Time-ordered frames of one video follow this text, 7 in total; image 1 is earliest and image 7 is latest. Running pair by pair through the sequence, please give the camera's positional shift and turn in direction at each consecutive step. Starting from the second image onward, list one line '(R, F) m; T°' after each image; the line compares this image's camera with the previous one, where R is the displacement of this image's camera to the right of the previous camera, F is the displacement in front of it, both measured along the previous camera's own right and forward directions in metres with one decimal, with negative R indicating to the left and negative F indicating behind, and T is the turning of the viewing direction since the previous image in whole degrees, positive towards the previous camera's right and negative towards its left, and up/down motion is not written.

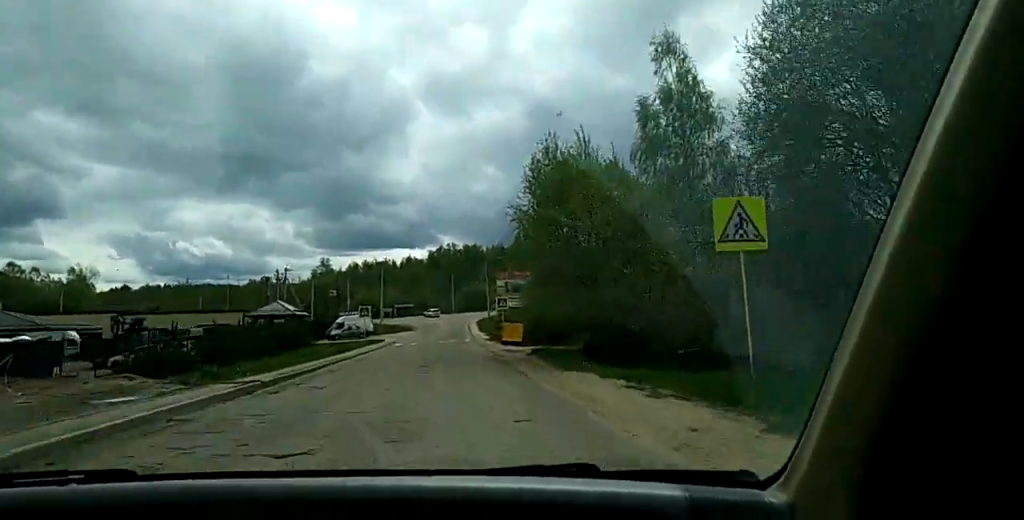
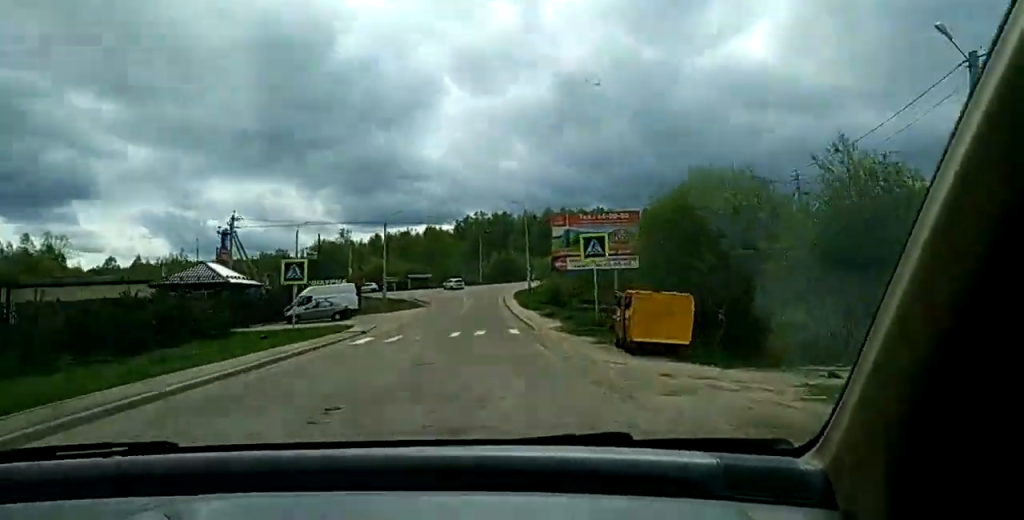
(0.0, +32.9) m; +1°
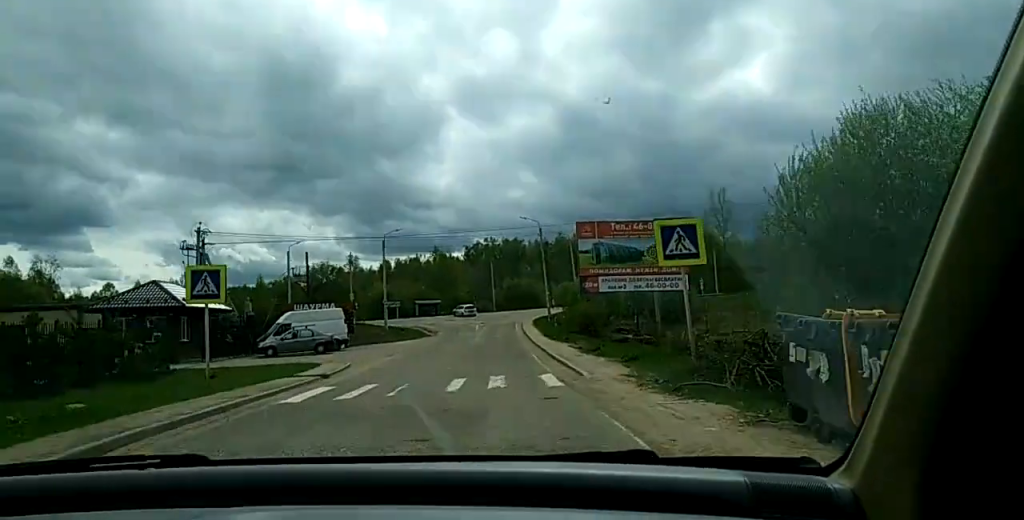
(+0.1, +10.6) m; +1°
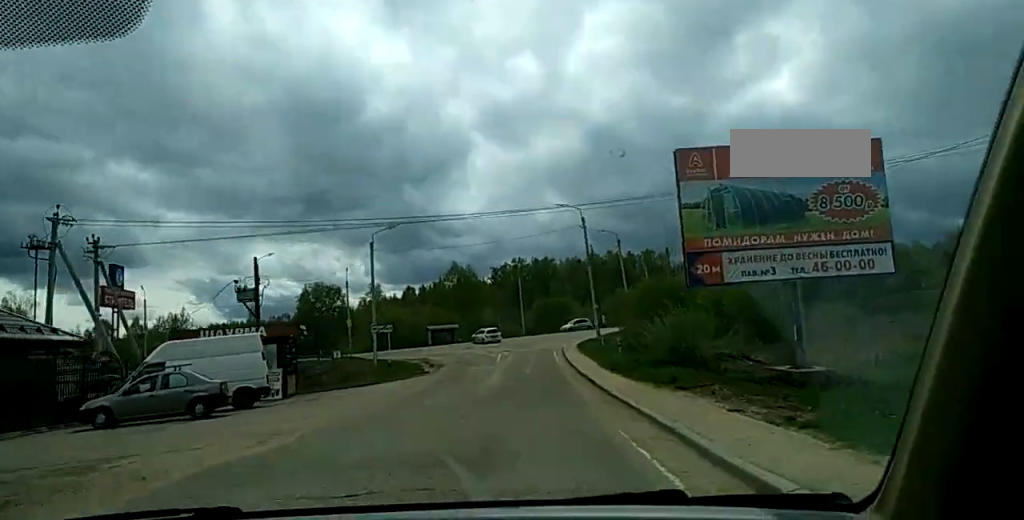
(+0.2, +20.5) m; +1°
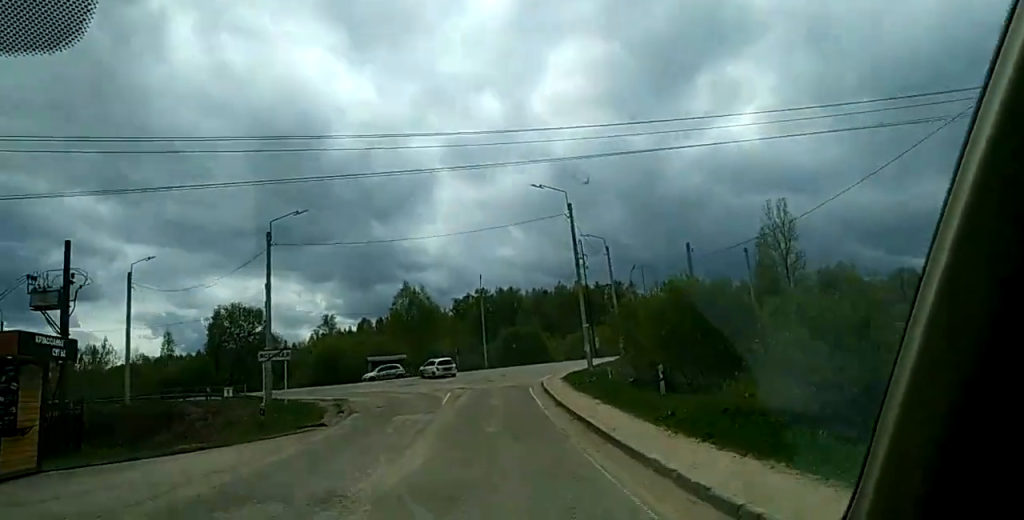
(0.0, +16.7) m; 0°
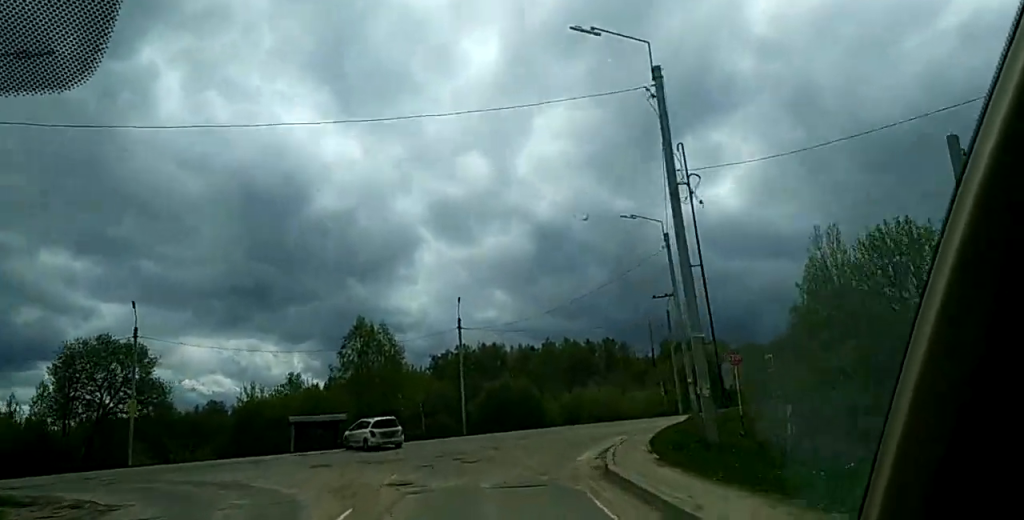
(0.0, +23.7) m; +1°
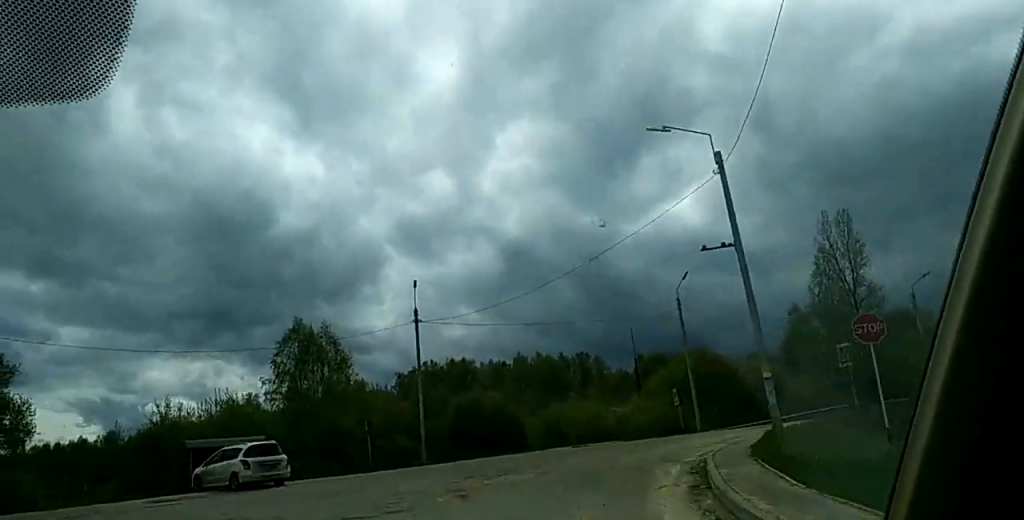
(+0.3, +13.9) m; +3°
